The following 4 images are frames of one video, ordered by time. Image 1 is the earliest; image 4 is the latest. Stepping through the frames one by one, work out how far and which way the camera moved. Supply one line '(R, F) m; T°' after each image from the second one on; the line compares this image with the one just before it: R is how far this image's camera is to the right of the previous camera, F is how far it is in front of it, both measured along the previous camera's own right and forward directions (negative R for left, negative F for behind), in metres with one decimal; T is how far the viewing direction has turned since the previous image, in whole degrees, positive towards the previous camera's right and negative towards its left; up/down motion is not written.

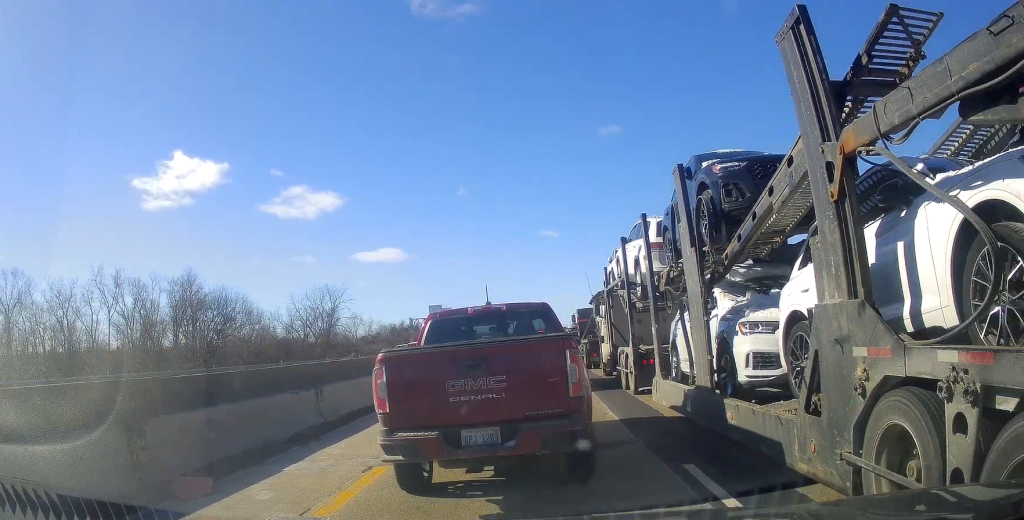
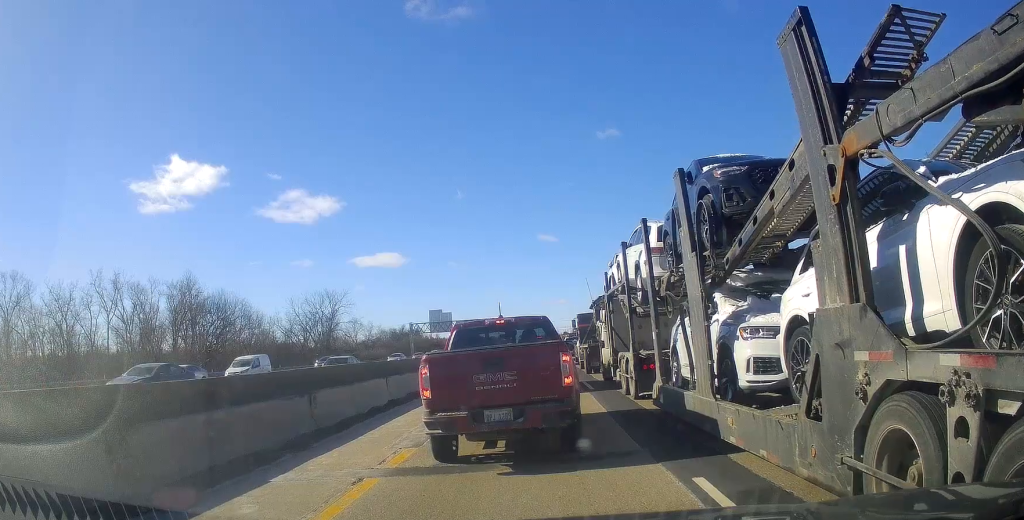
(0.0, +1.4) m; 0°
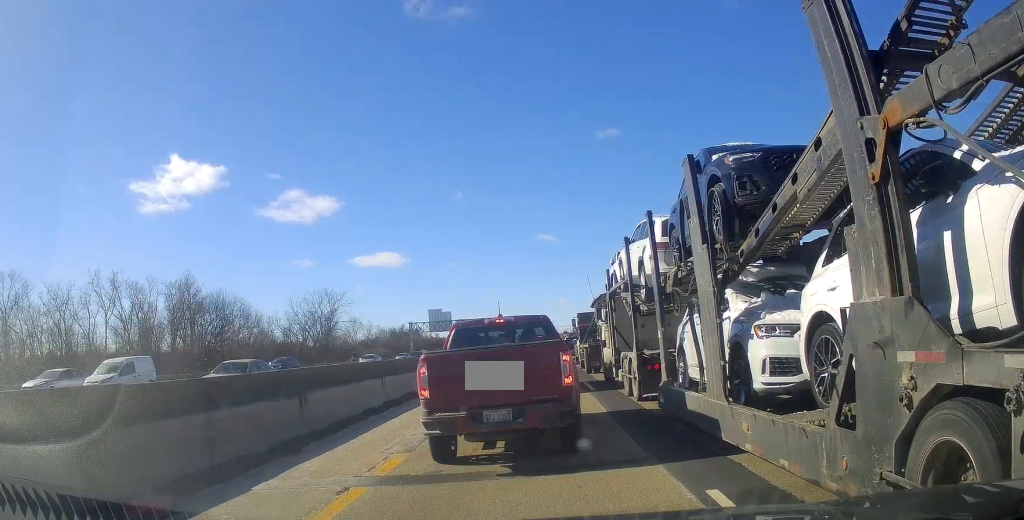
(0.0, +0.2) m; 0°
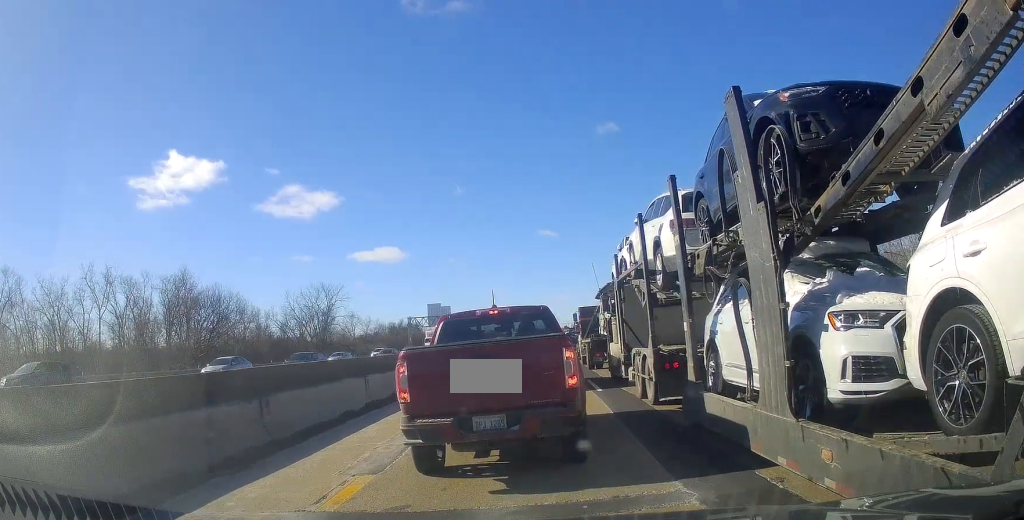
(0.0, +0.8) m; 0°
